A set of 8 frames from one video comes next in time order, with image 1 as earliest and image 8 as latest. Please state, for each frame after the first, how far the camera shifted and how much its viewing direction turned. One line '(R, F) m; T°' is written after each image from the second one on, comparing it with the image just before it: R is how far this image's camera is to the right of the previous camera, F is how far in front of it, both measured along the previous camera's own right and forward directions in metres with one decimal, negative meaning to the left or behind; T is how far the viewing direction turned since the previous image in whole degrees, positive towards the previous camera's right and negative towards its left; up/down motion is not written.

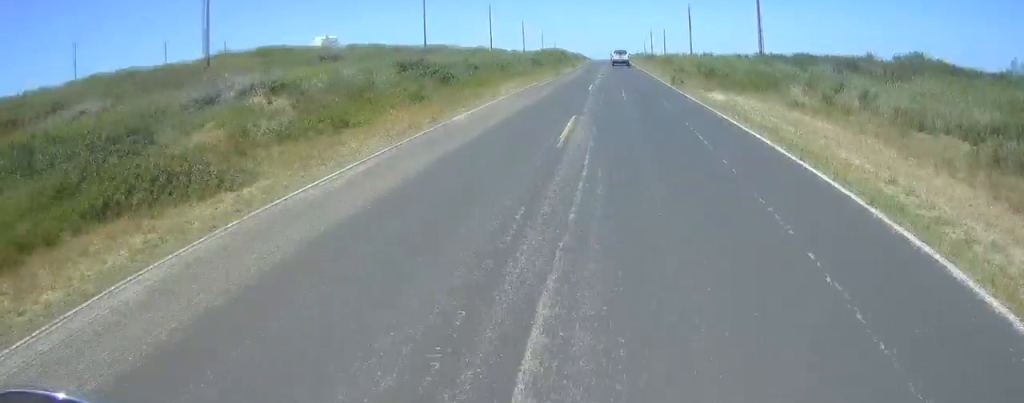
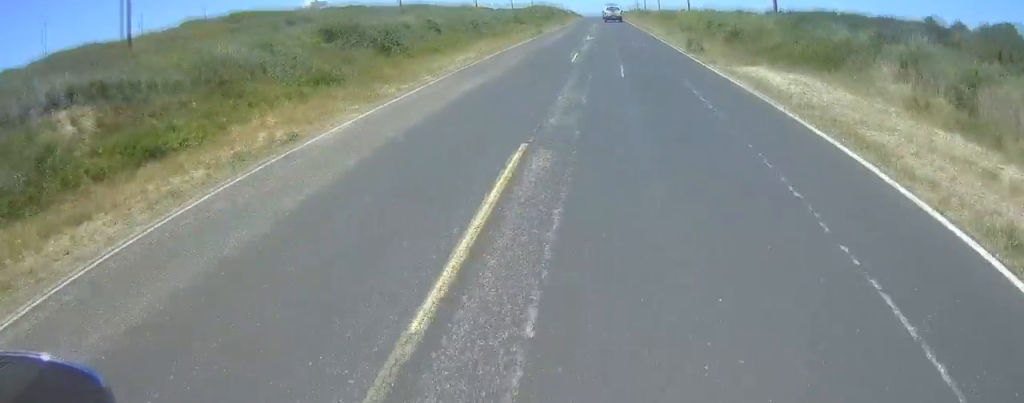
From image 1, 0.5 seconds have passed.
(0.0, +9.1) m; 0°
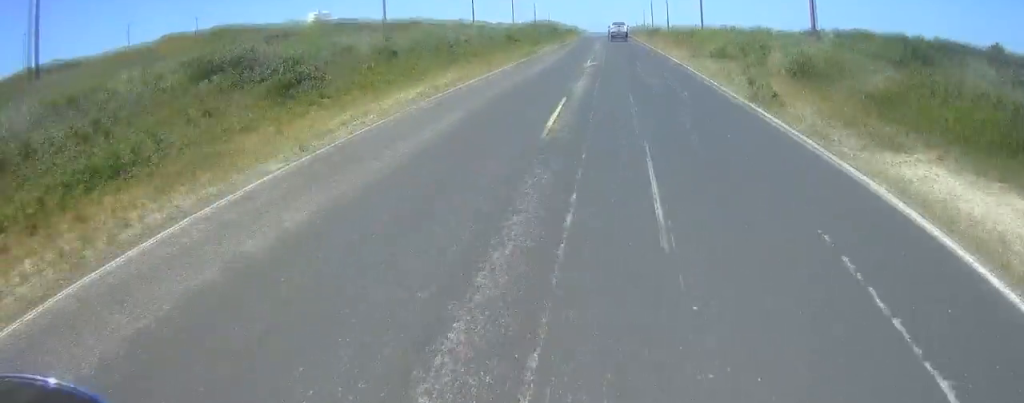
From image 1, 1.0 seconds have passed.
(0.0, +9.7) m; 0°
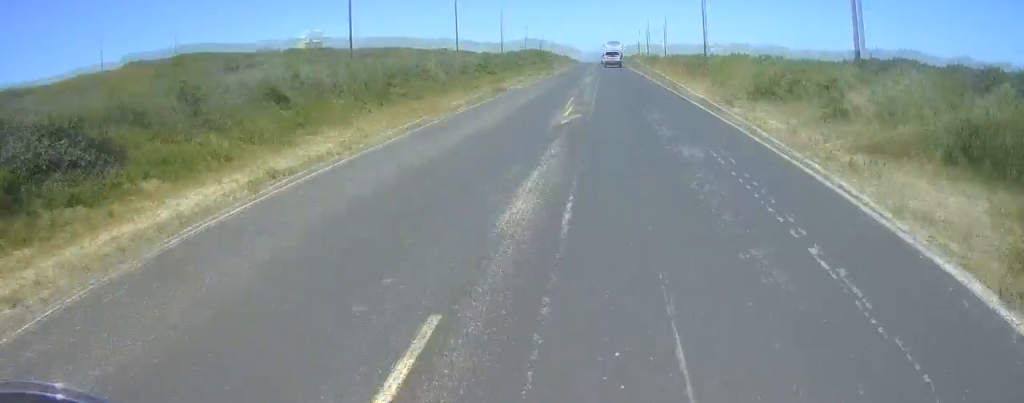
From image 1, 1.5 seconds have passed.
(0.0, +10.3) m; 0°
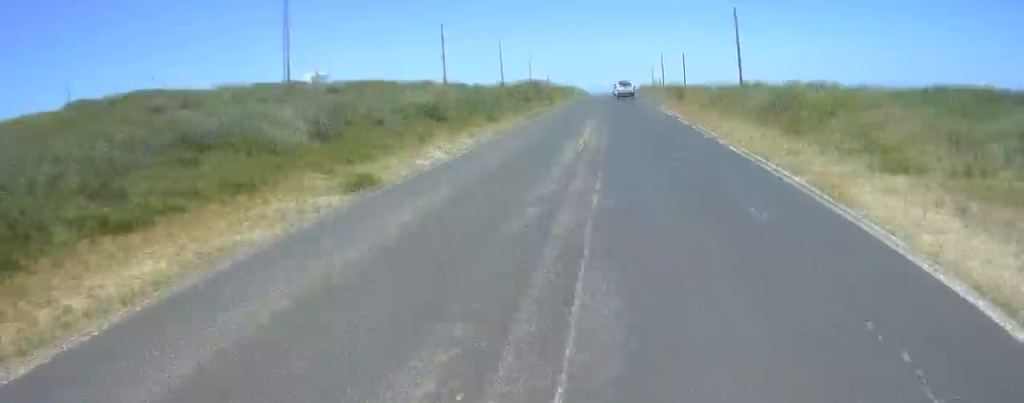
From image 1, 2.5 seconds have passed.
(0.0, +19.2) m; 0°
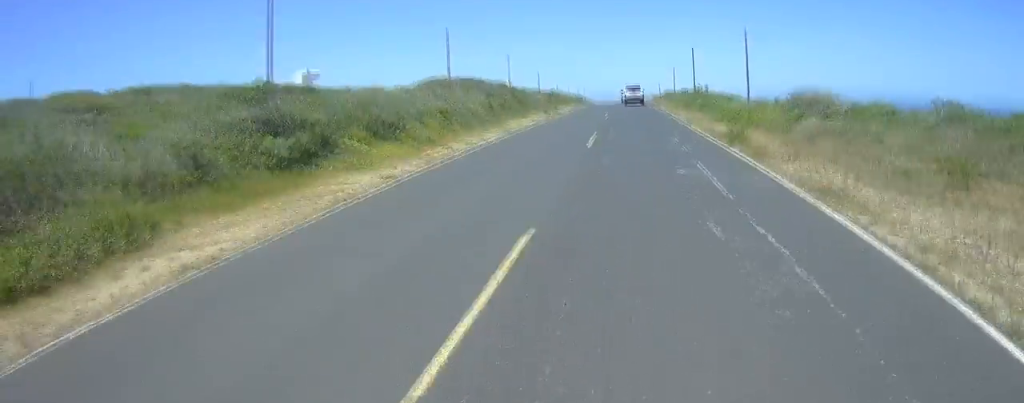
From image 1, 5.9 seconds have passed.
(+0.7, +63.2) m; 0°
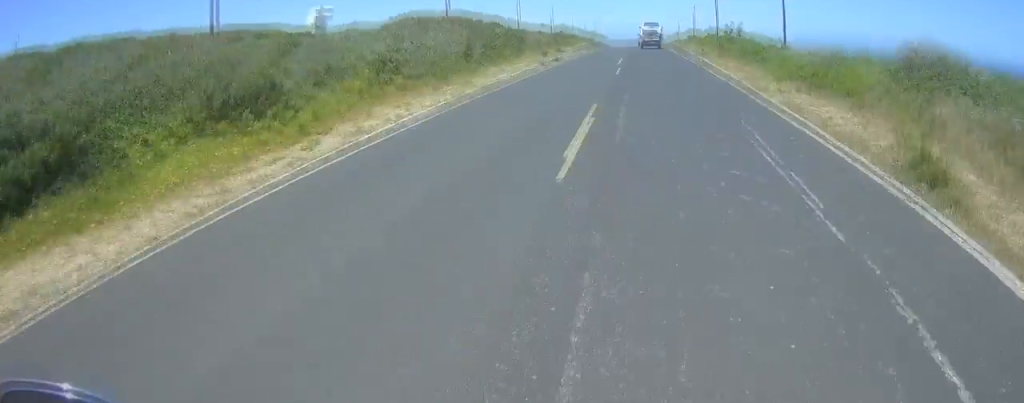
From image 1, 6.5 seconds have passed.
(-0.1, +10.9) m; 0°
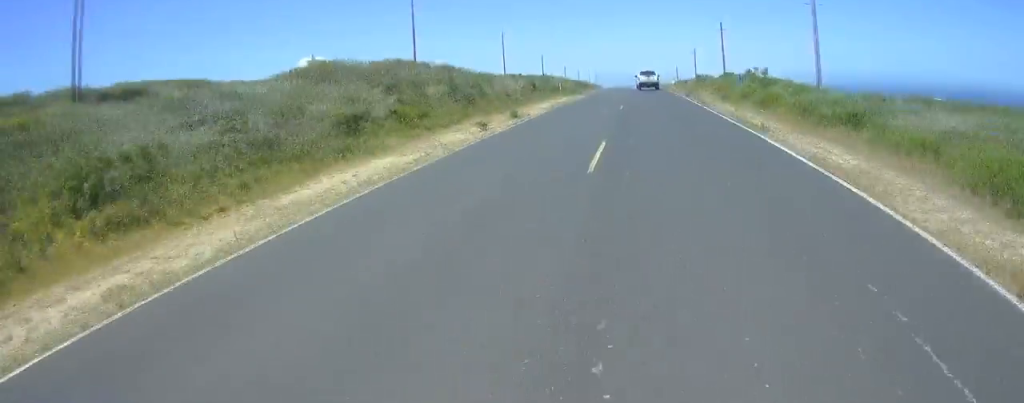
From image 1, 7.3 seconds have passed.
(+0.4, +14.2) m; 0°
